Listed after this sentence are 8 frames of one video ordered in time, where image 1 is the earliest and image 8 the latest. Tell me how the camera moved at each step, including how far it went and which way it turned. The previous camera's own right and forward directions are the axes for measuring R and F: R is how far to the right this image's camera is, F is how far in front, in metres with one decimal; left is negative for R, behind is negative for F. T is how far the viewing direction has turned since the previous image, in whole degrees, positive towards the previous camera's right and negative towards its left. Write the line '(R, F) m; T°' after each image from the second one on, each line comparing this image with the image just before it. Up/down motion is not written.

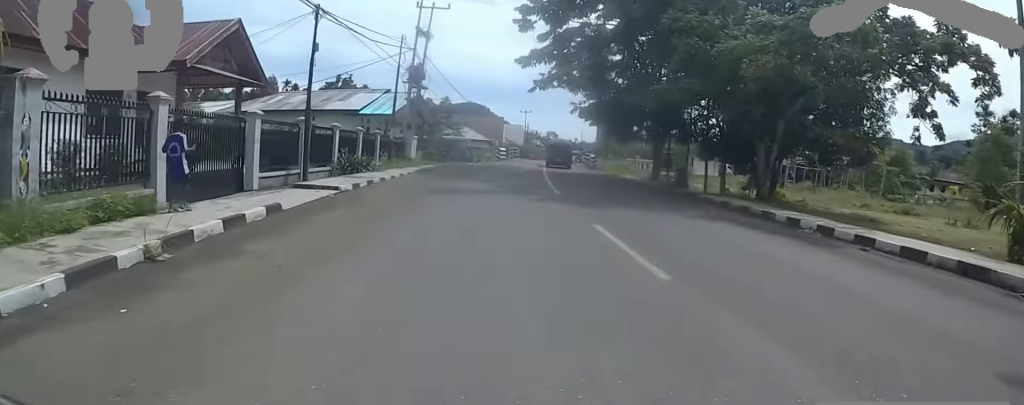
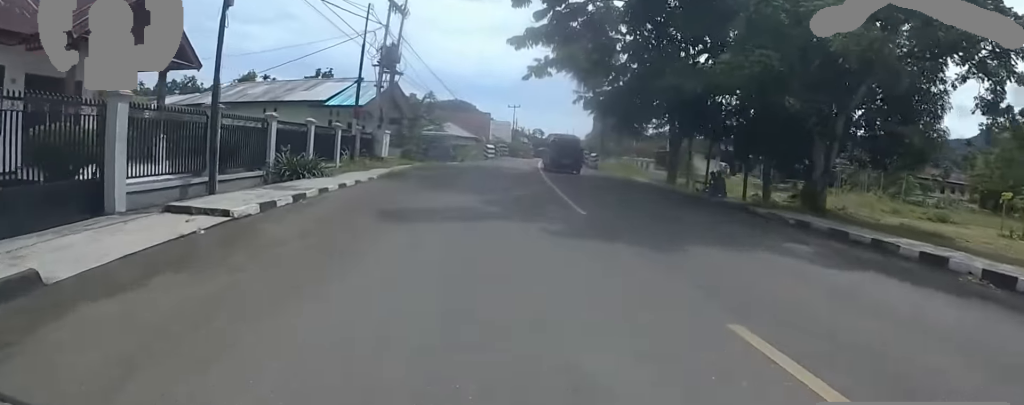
(-0.2, +4.0) m; -1°
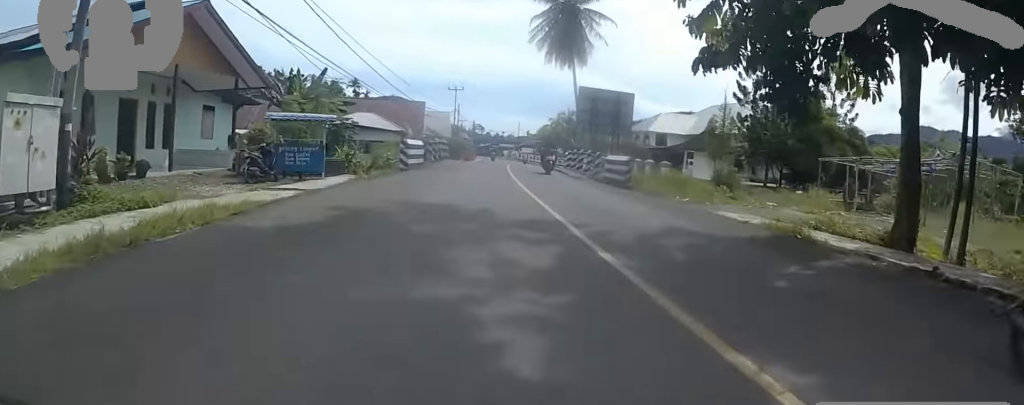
(+1.7, +14.8) m; +18°
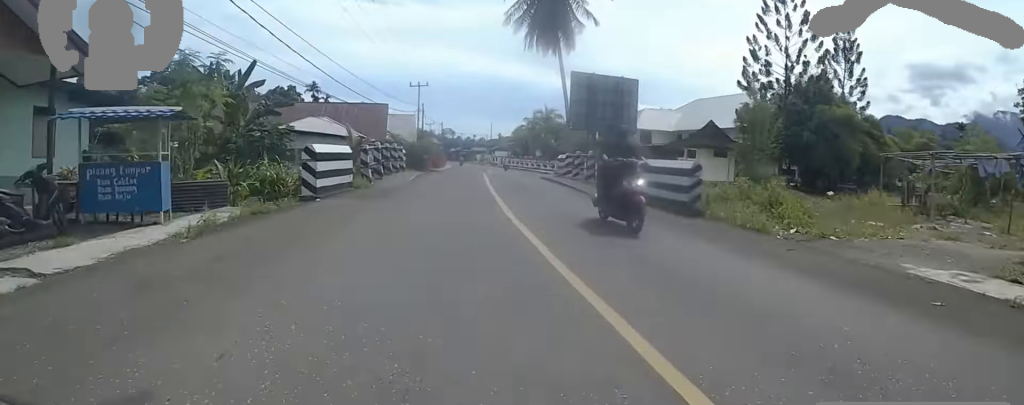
(+0.6, +6.5) m; +5°
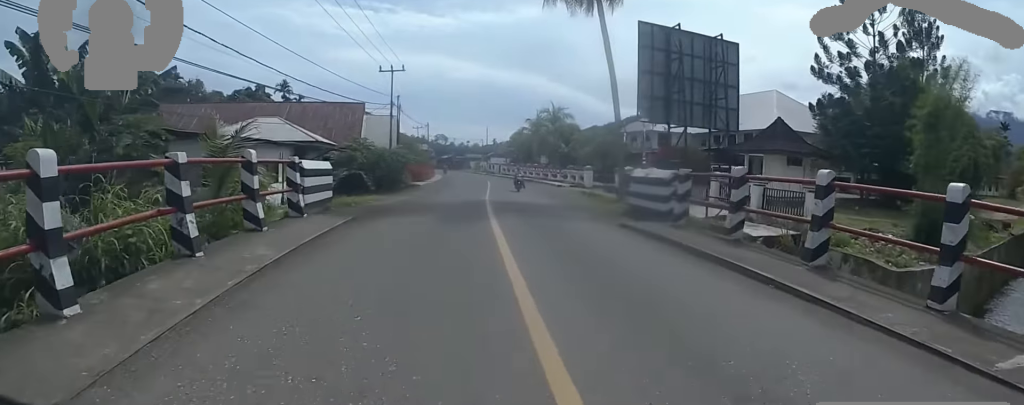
(-0.2, +10.6) m; -7°
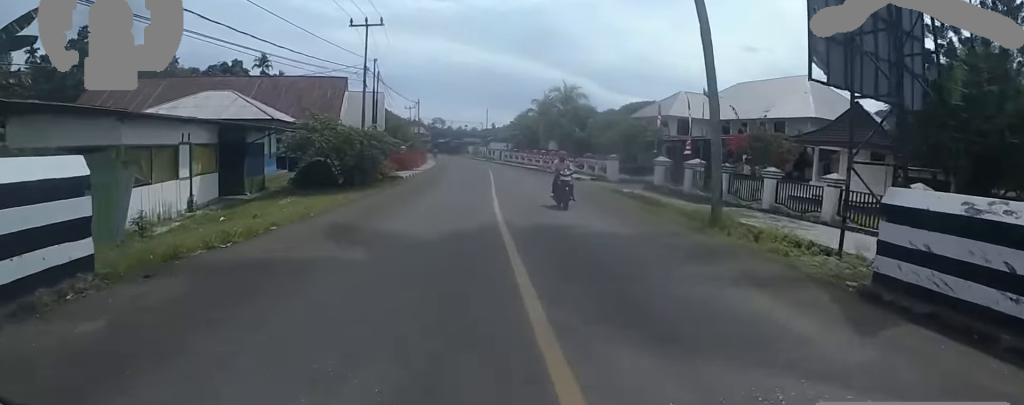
(-0.6, +7.3) m; -3°
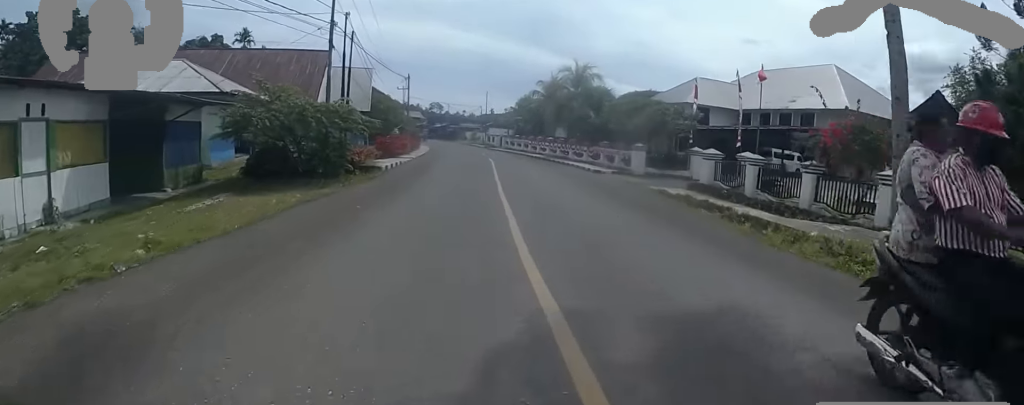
(-0.5, +5.4) m; +2°
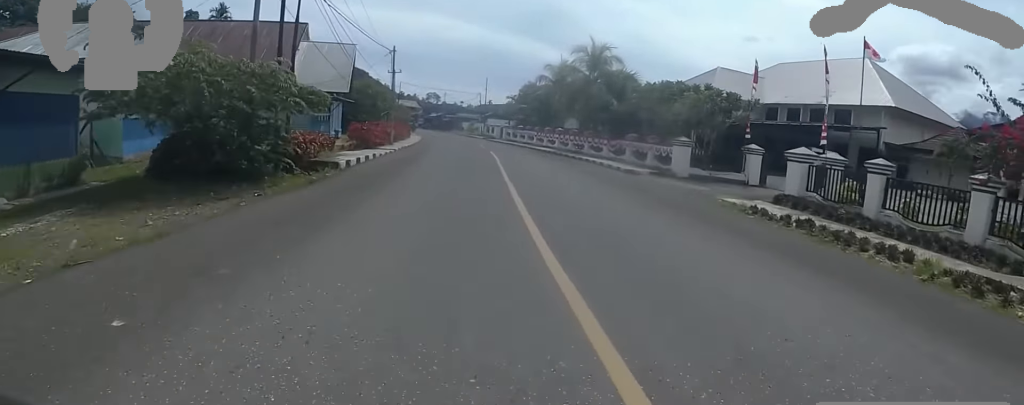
(+0.8, +5.9) m; +6°
